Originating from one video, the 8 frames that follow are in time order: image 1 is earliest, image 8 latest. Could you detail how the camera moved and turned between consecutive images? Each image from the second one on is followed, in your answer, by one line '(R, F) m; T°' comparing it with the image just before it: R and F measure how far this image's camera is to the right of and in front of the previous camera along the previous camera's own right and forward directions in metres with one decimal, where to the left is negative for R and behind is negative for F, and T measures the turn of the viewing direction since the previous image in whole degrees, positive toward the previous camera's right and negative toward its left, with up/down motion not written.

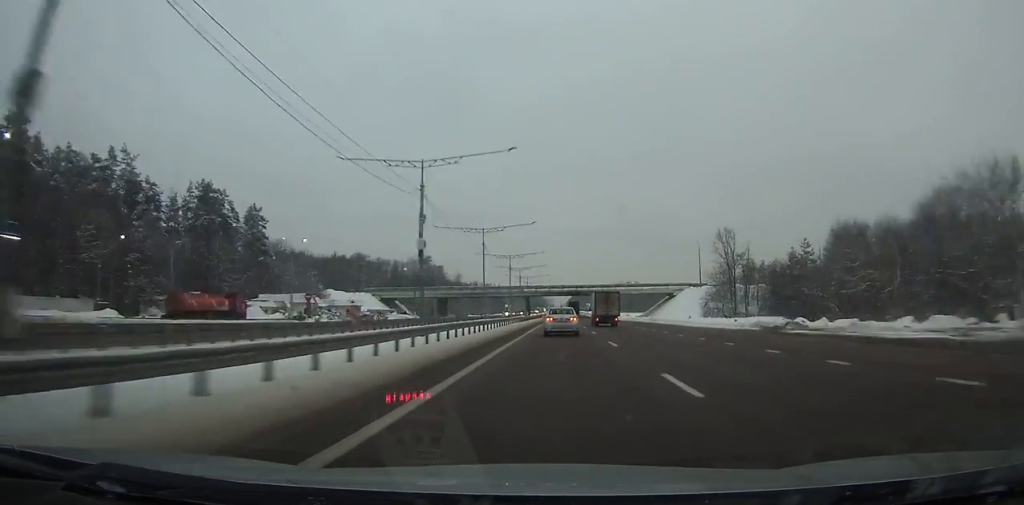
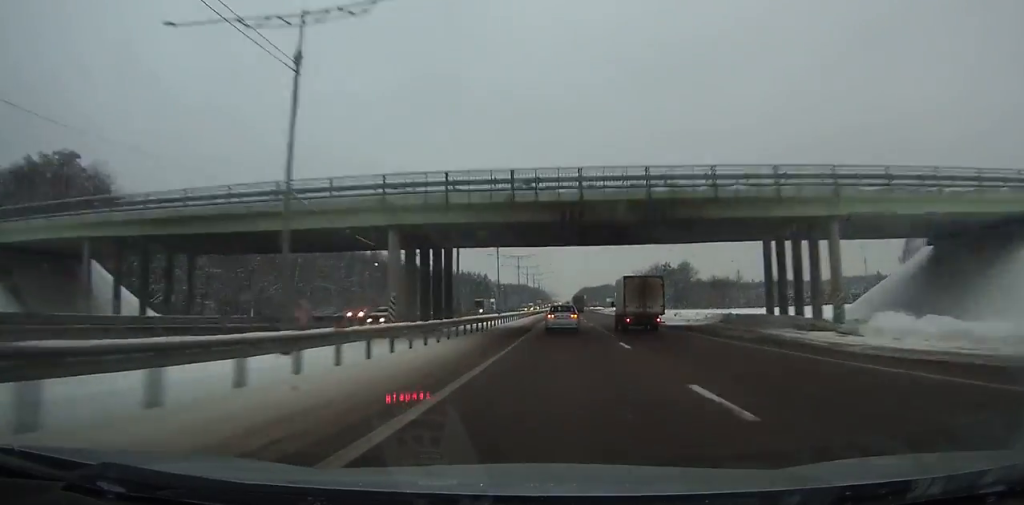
(-0.3, +109.6) m; 0°
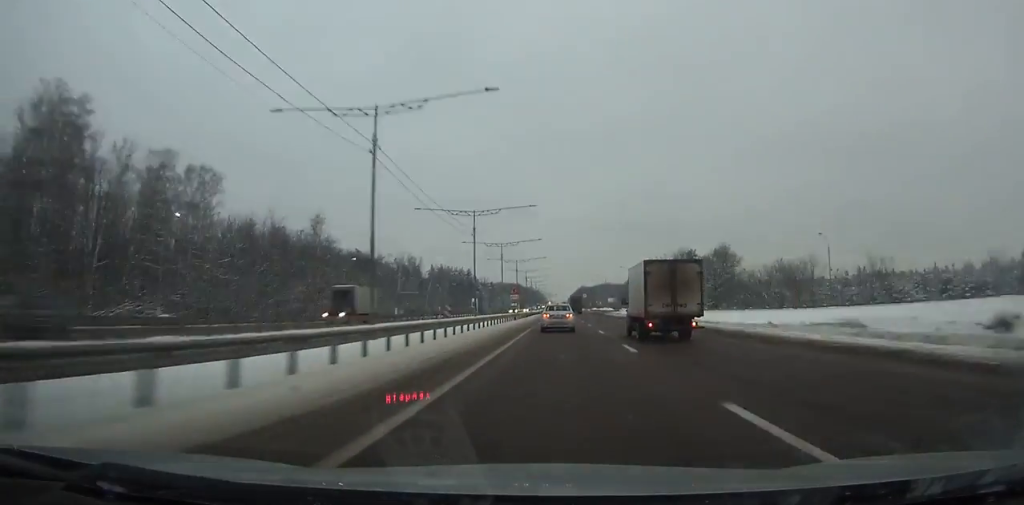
(0.0, +49.5) m; 0°
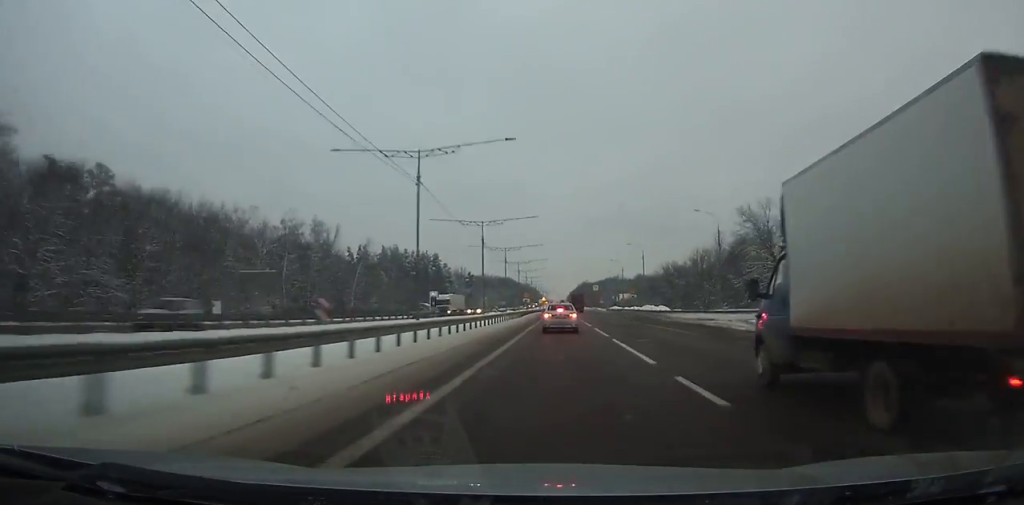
(-0.1, +80.8) m; 0°
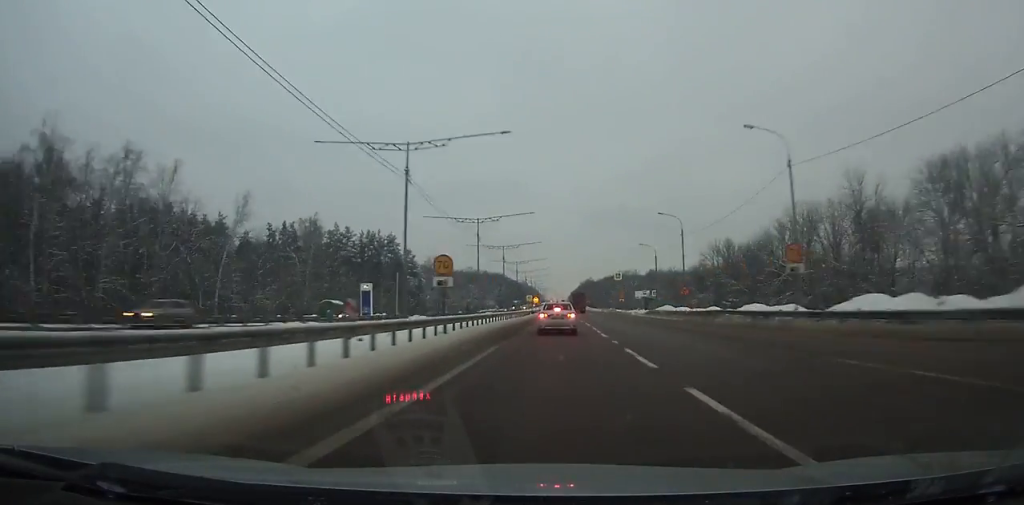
(+0.1, +59.3) m; 0°
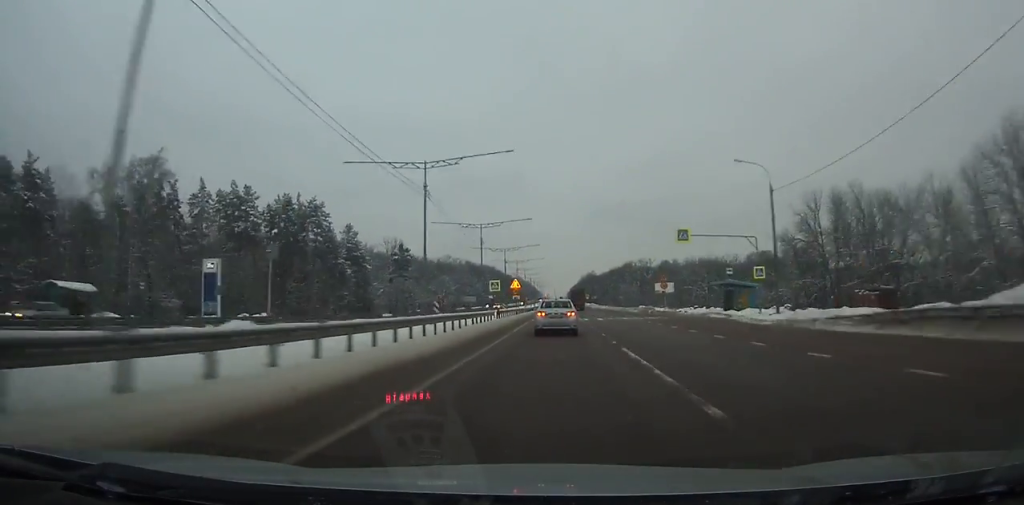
(+0.1, +53.1) m; 0°
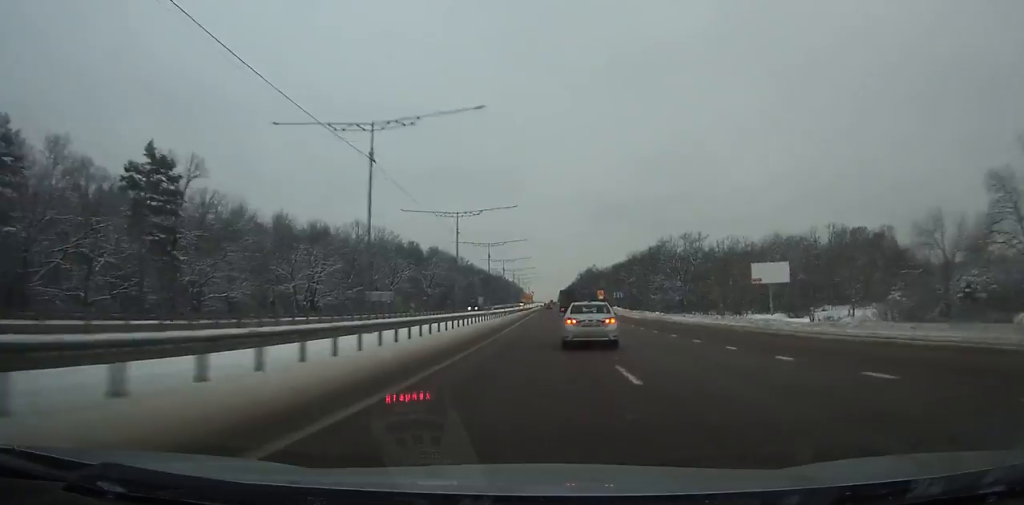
(+0.9, +99.3) m; +1°
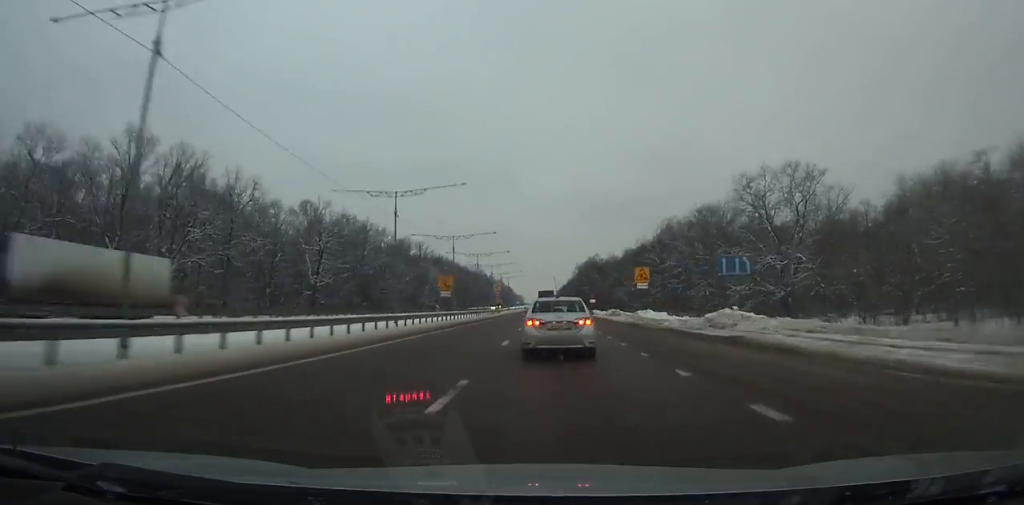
(+0.2, +72.5) m; 0°
